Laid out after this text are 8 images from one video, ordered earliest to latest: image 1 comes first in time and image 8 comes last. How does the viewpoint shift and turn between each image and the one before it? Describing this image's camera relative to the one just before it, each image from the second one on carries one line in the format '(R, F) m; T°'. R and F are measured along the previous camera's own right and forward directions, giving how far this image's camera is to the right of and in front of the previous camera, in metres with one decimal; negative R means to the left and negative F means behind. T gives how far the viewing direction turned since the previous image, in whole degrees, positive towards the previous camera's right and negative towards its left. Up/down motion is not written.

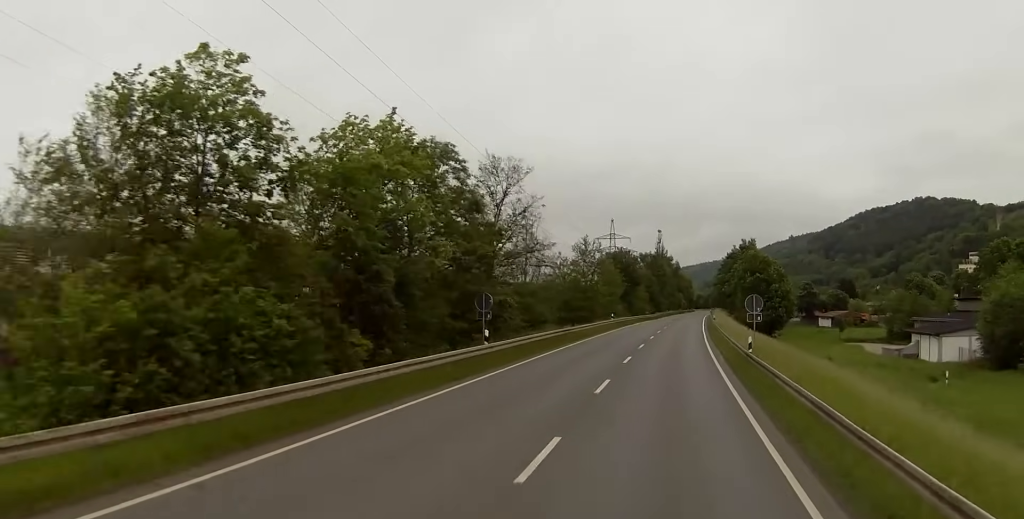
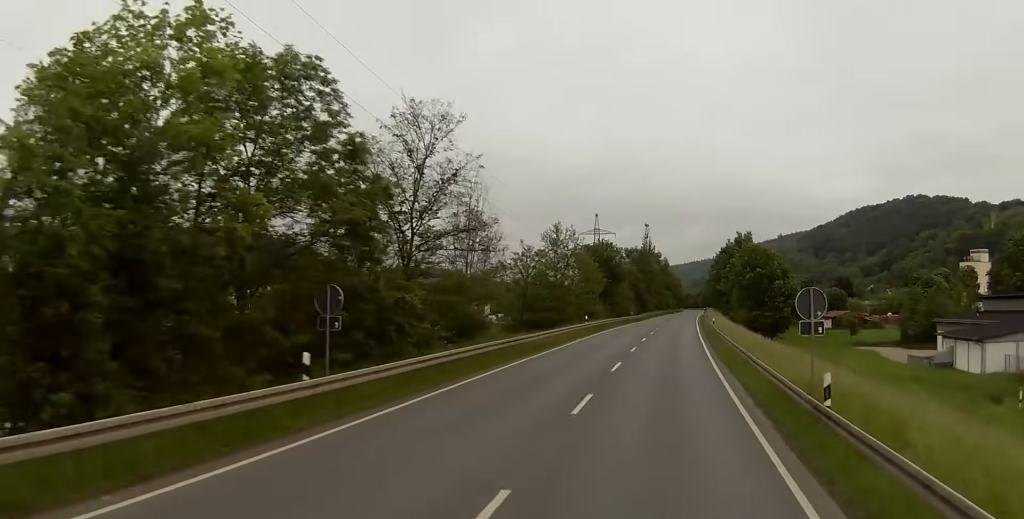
(0.0, +16.4) m; +1°
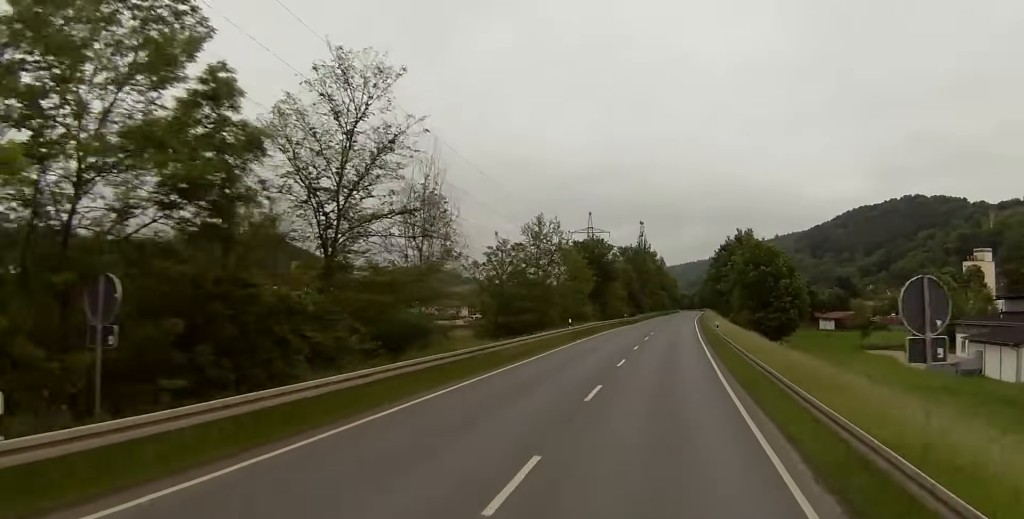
(+0.2, +9.2) m; +1°
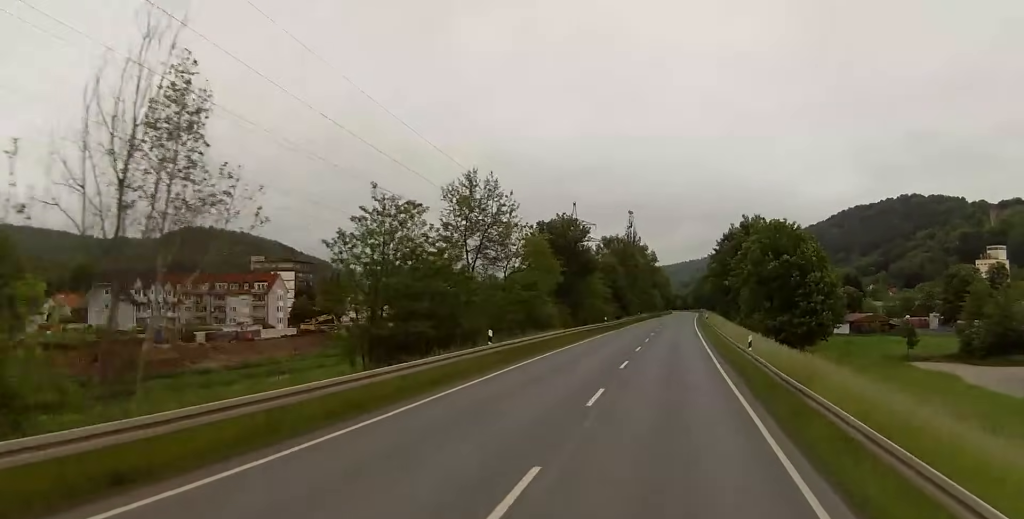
(+0.3, +25.0) m; +1°
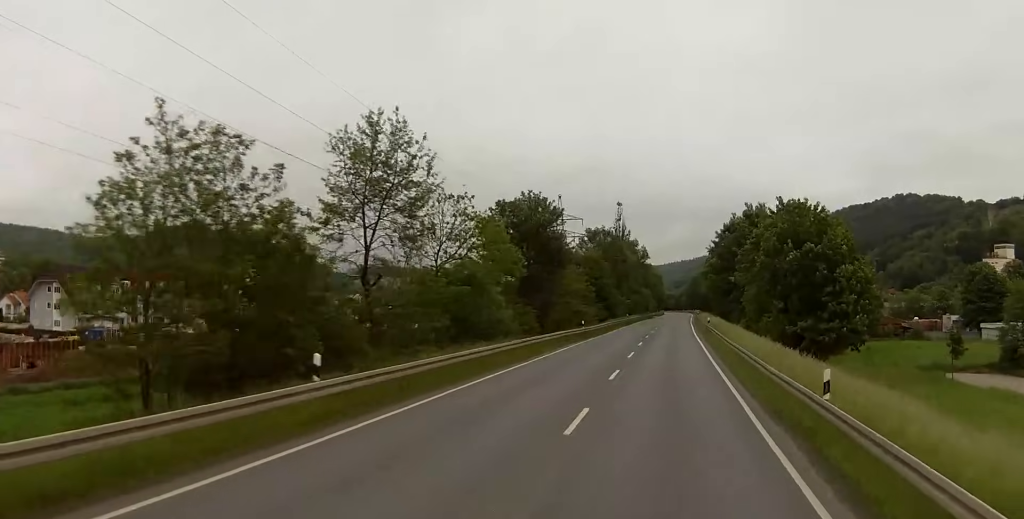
(0.0, +16.4) m; 0°
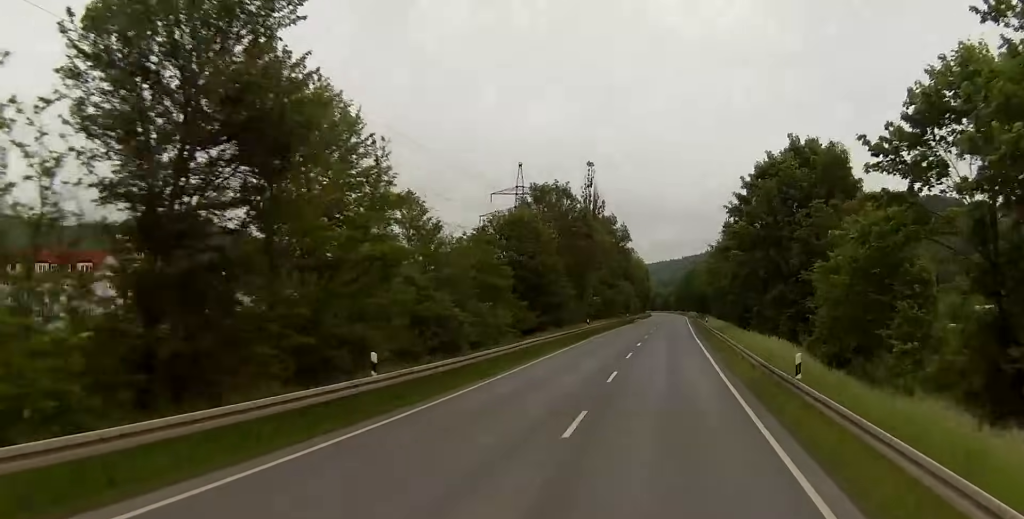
(+0.4, +47.8) m; +2°
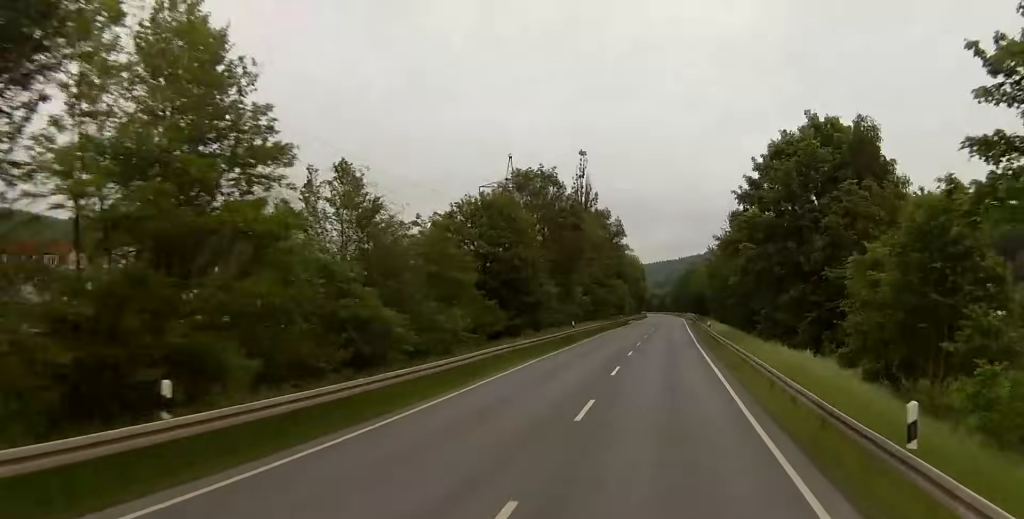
(+0.2, +9.2) m; 0°
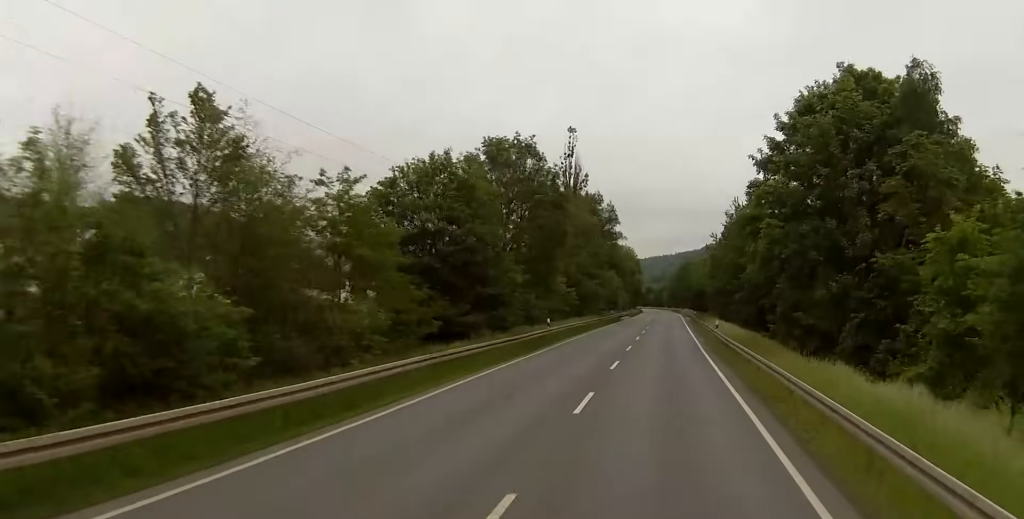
(+0.1, +11.8) m; 0°
